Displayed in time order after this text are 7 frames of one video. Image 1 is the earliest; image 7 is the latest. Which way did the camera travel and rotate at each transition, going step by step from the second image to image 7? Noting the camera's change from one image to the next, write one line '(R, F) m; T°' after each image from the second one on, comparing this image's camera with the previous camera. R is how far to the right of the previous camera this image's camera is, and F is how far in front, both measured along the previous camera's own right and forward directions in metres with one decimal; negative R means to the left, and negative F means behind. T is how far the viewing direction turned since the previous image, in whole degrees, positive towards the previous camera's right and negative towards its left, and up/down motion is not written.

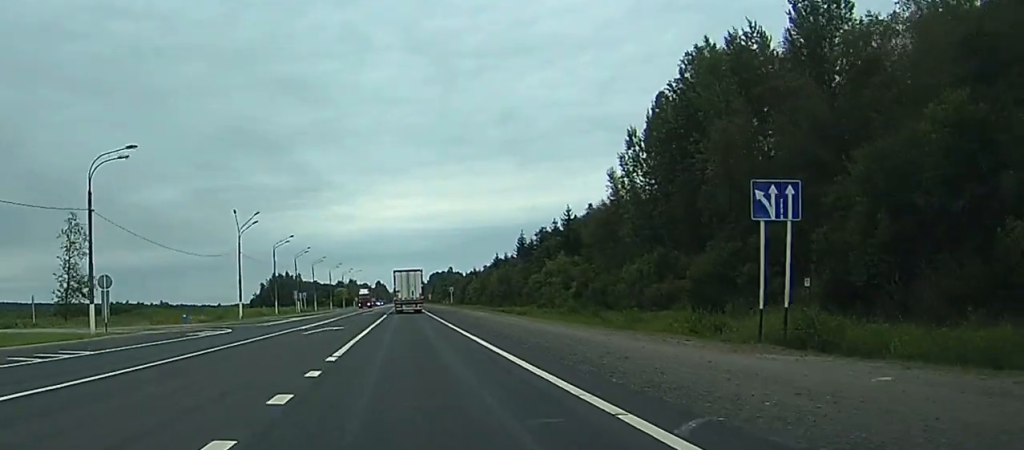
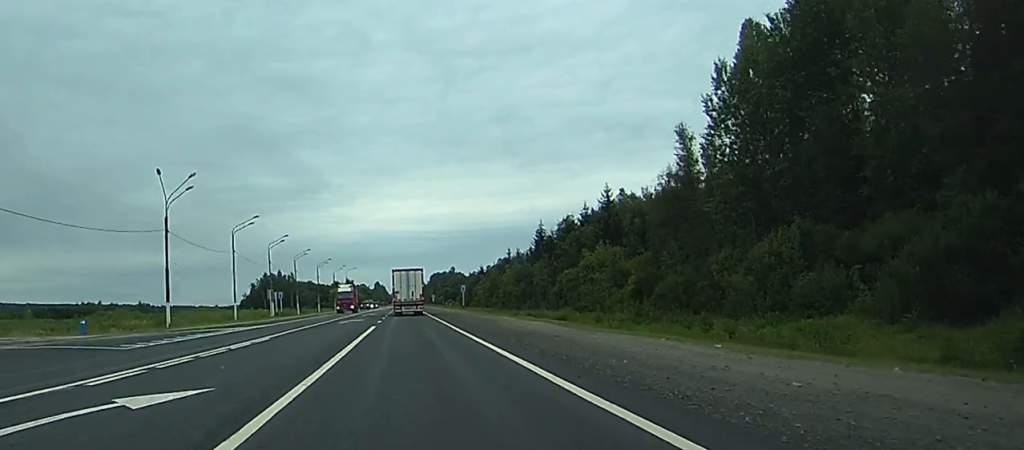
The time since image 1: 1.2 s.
(0.0, +30.8) m; 0°
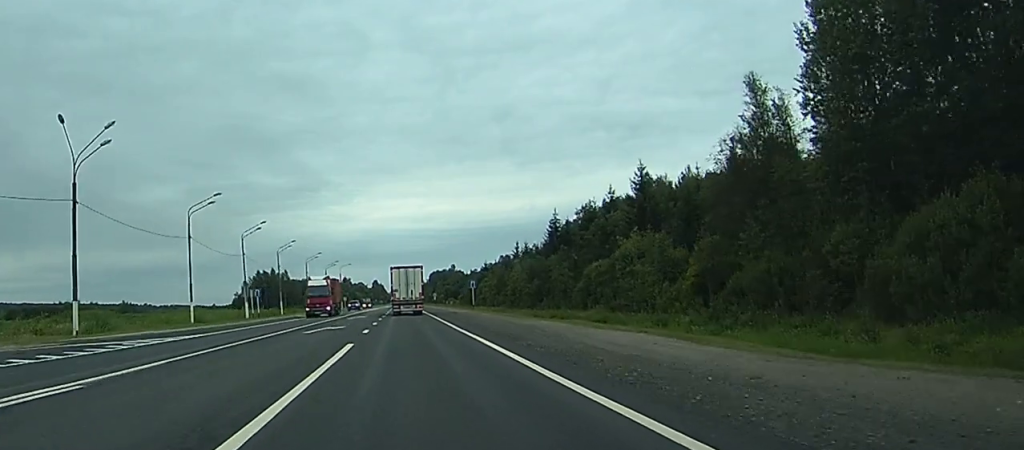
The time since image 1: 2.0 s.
(0.0, +19.6) m; 0°
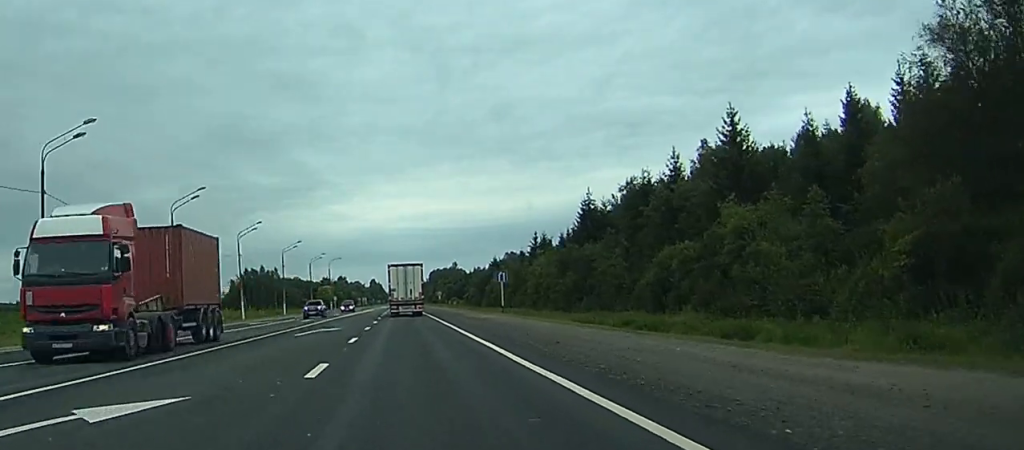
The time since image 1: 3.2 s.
(0.0, +32.0) m; 0°
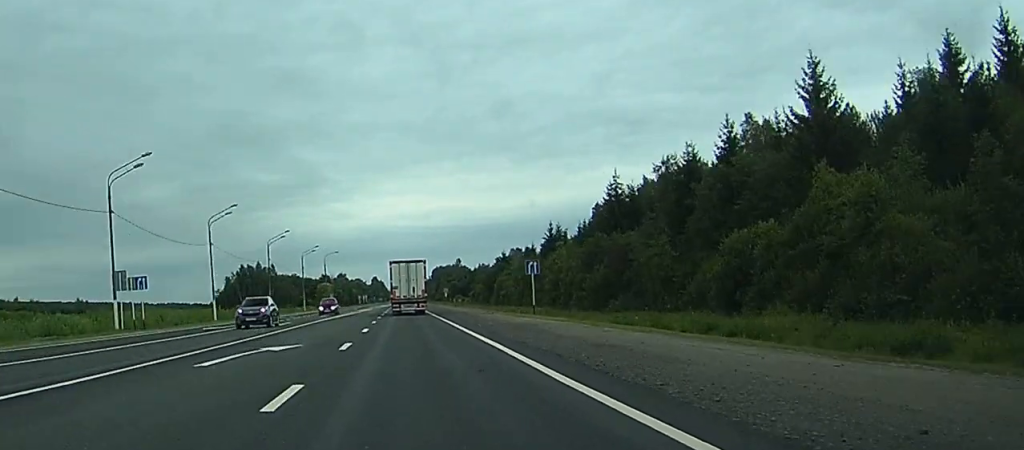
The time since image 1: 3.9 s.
(0.0, +16.7) m; 0°
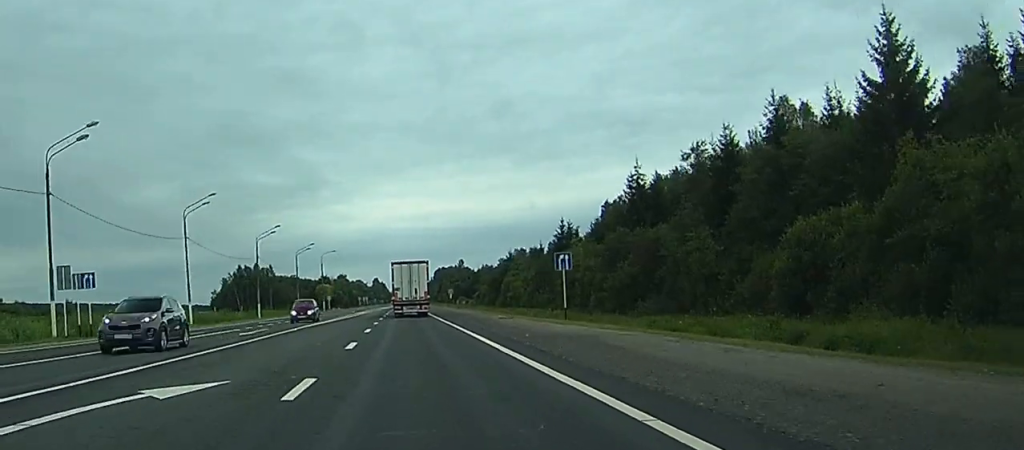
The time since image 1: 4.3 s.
(0.0, +10.7) m; 0°
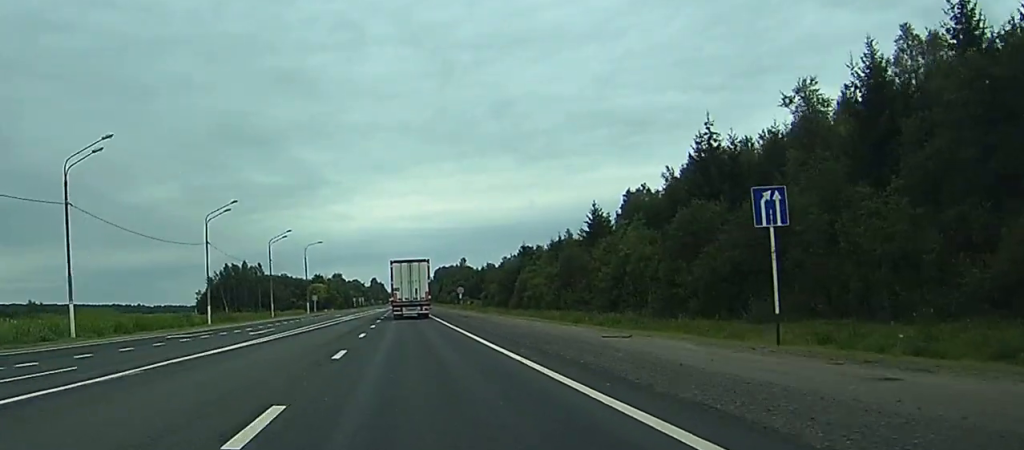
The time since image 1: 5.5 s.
(0.0, +27.7) m; 0°
